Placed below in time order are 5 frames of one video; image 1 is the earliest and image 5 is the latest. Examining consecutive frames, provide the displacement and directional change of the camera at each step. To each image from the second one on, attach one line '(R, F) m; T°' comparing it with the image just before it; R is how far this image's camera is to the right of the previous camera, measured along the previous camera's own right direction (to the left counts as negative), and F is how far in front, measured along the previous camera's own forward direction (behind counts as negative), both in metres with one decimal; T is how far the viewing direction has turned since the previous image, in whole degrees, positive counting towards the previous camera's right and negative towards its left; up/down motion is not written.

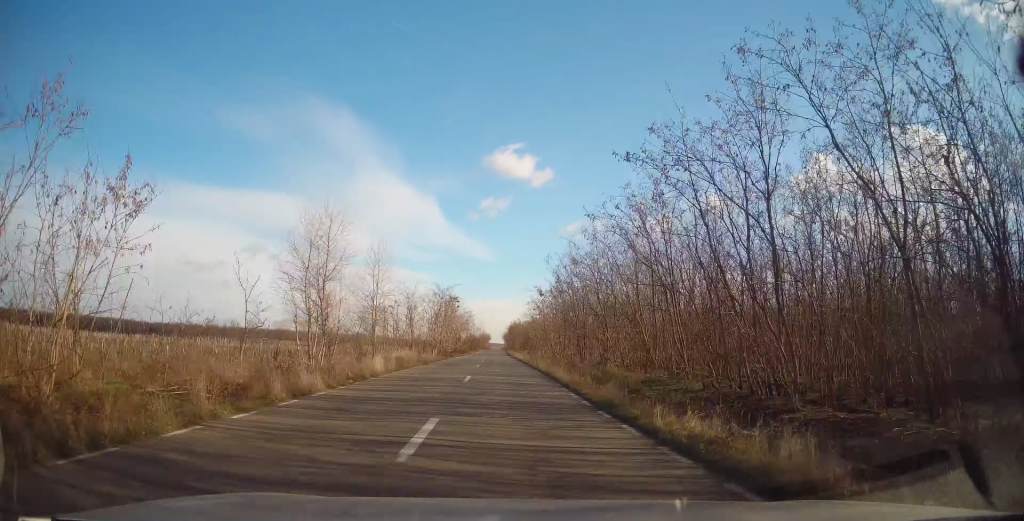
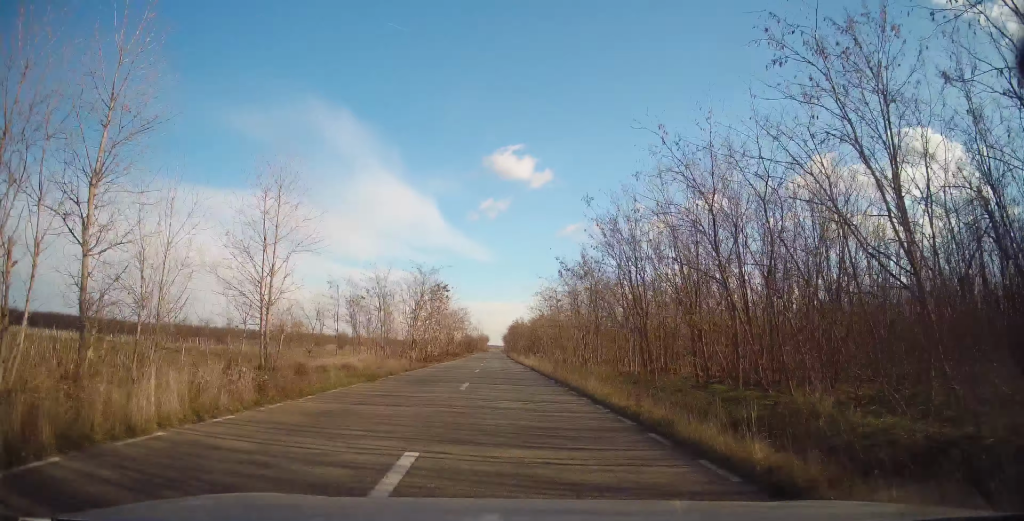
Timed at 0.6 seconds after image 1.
(-0.1, +14.8) m; 0°
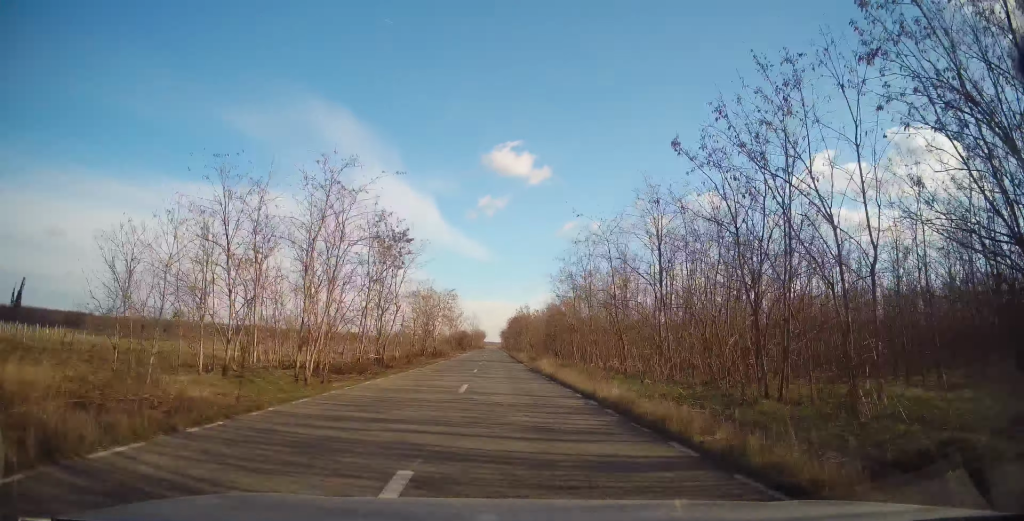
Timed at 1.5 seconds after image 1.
(-0.1, +25.6) m; +1°
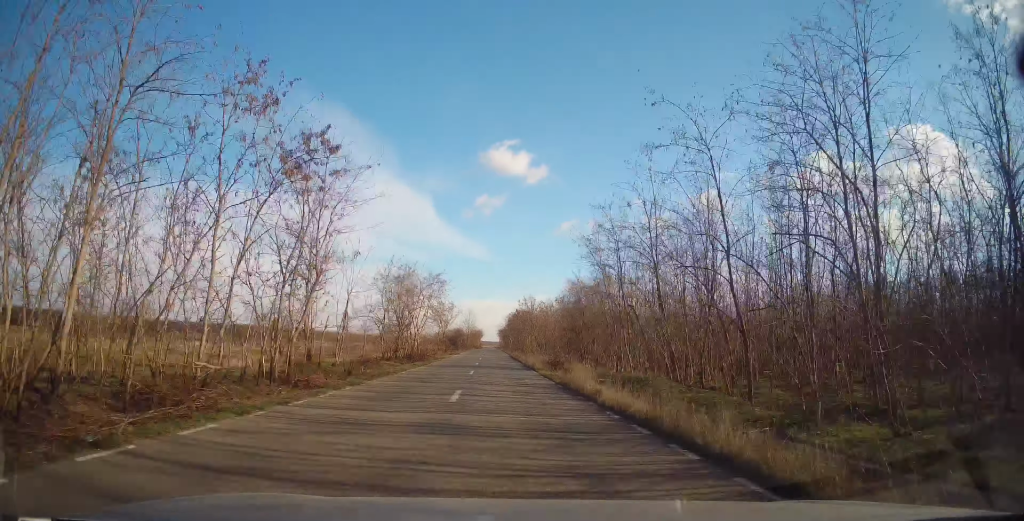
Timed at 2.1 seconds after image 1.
(+0.4, +14.1) m; +1°
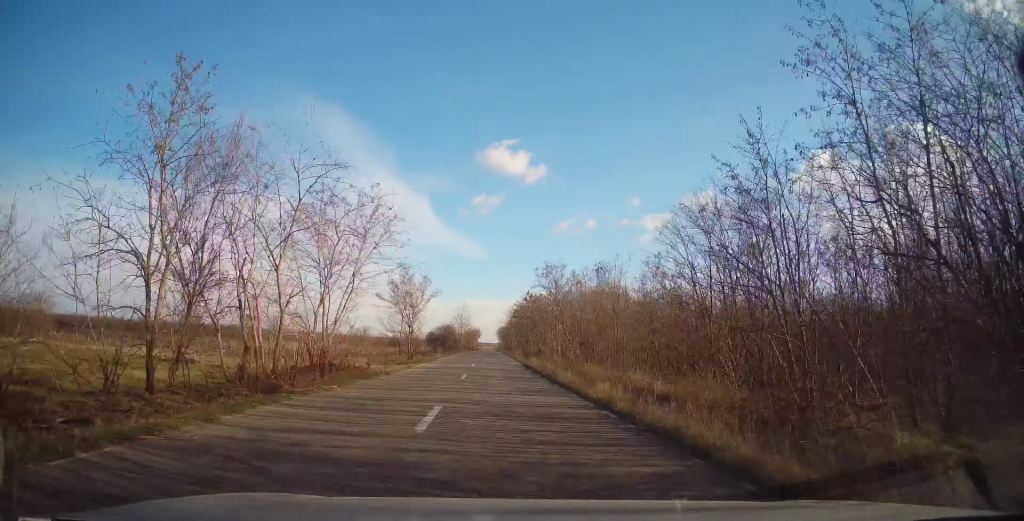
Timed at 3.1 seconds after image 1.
(-0.2, +27.7) m; 0°
